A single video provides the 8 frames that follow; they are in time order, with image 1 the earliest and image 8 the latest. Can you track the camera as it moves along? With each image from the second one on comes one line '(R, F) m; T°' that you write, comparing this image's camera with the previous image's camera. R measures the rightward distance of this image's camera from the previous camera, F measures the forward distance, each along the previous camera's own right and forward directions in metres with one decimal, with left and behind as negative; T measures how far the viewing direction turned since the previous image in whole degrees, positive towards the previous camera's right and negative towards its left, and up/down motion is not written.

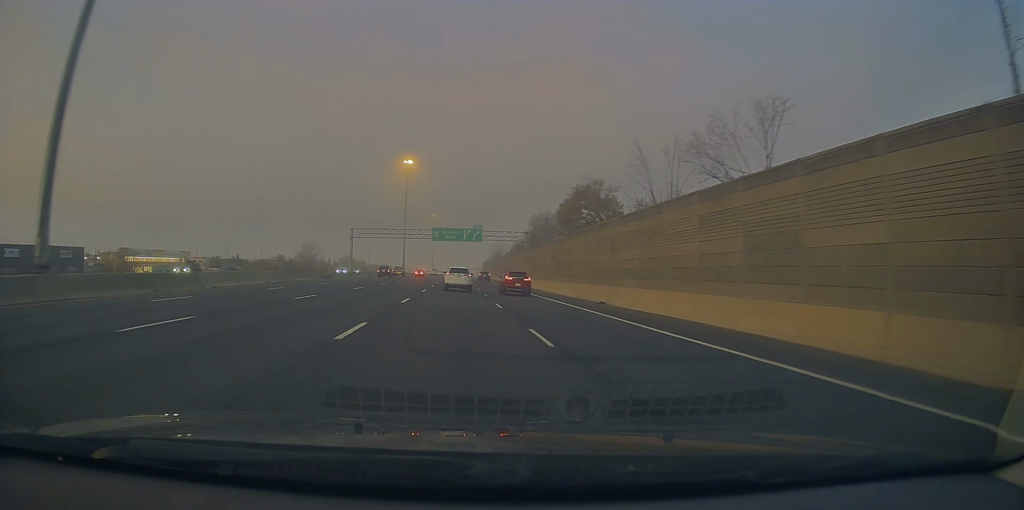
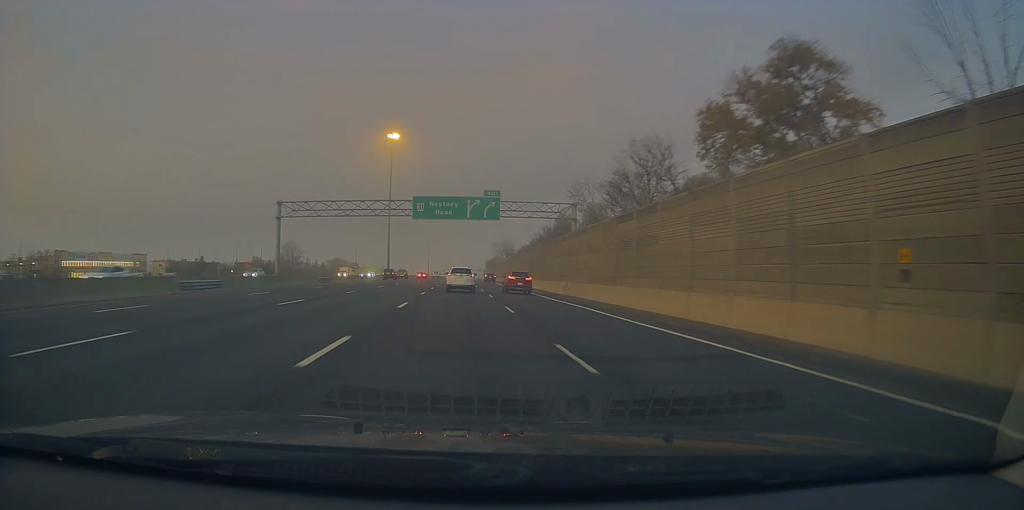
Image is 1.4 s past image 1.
(-0.4, +37.5) m; 0°
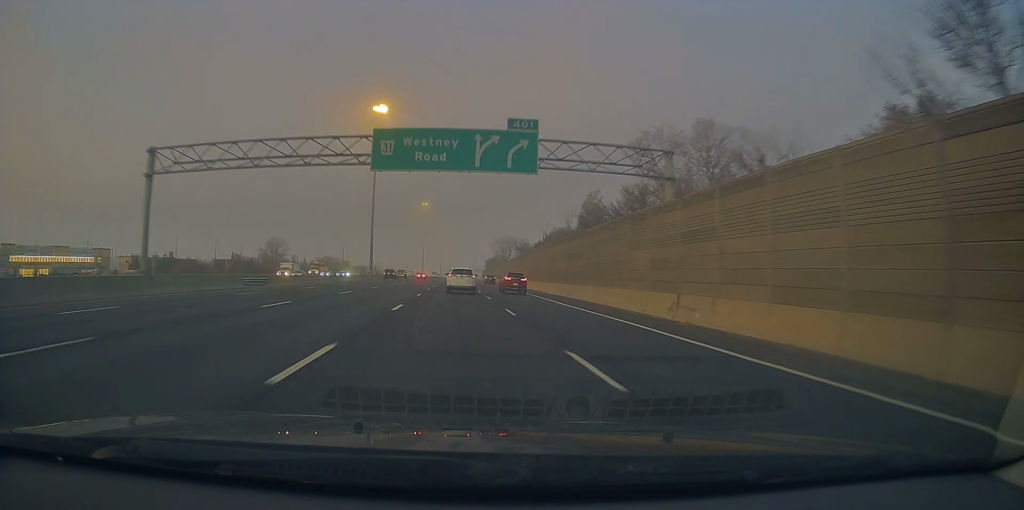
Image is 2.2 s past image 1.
(+0.2, +24.5) m; +1°
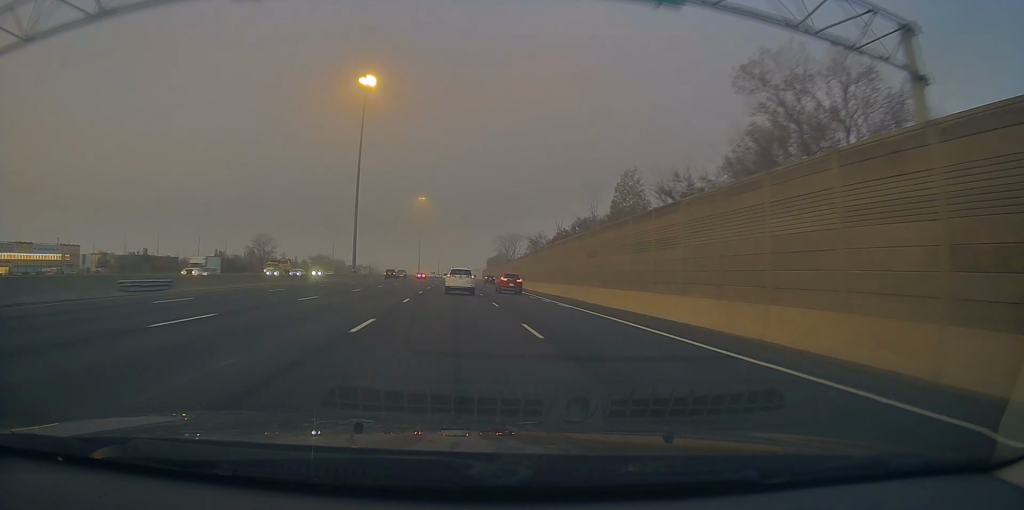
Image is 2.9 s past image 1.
(+0.2, +18.5) m; 0°
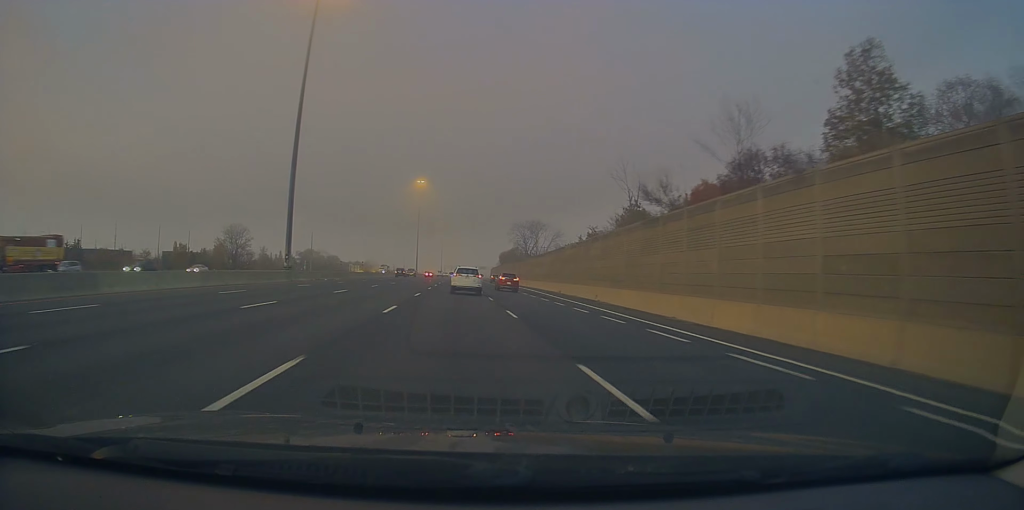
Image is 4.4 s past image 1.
(-0.2, +41.6) m; 0°
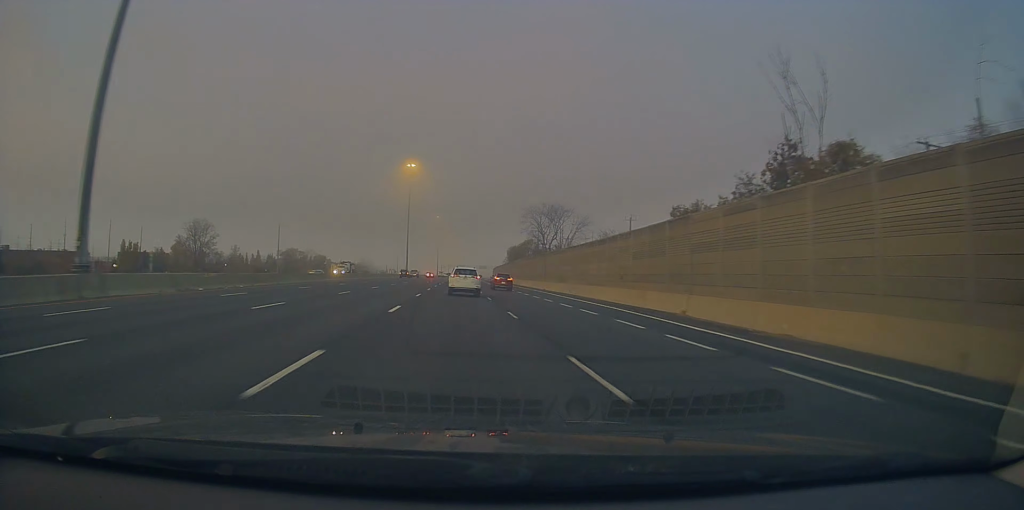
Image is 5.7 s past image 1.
(+0.1, +34.2) m; -1°
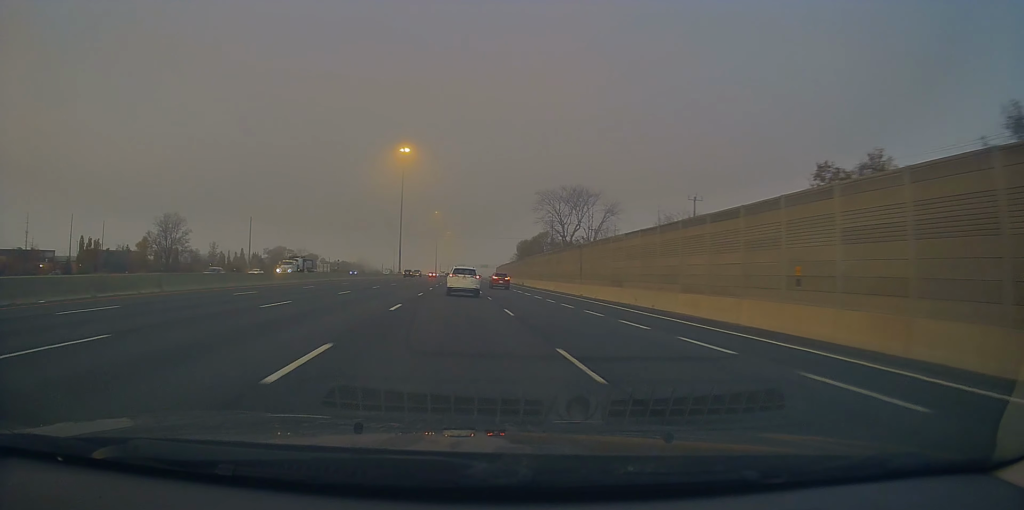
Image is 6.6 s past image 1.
(-0.5, +22.8) m; 0°
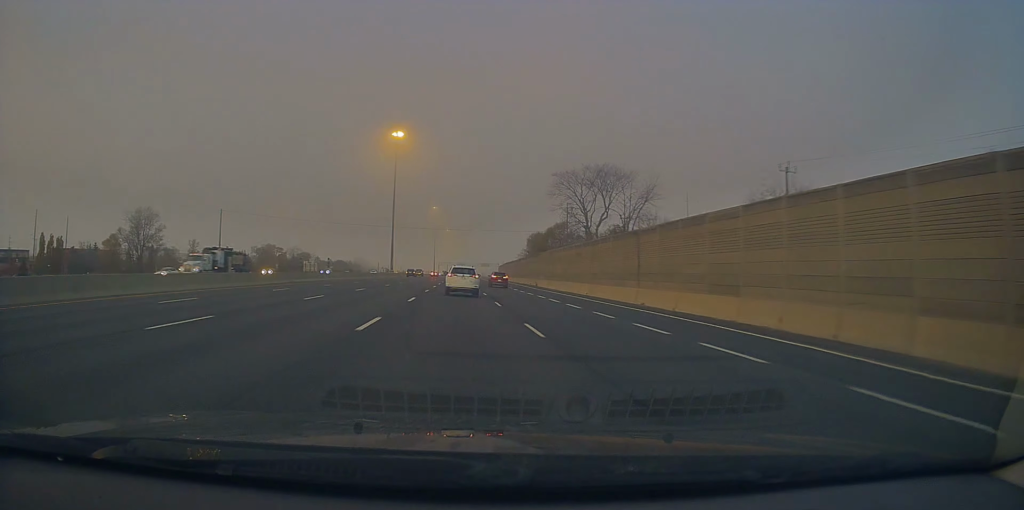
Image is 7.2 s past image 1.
(+0.1, +18.1) m; +1°
